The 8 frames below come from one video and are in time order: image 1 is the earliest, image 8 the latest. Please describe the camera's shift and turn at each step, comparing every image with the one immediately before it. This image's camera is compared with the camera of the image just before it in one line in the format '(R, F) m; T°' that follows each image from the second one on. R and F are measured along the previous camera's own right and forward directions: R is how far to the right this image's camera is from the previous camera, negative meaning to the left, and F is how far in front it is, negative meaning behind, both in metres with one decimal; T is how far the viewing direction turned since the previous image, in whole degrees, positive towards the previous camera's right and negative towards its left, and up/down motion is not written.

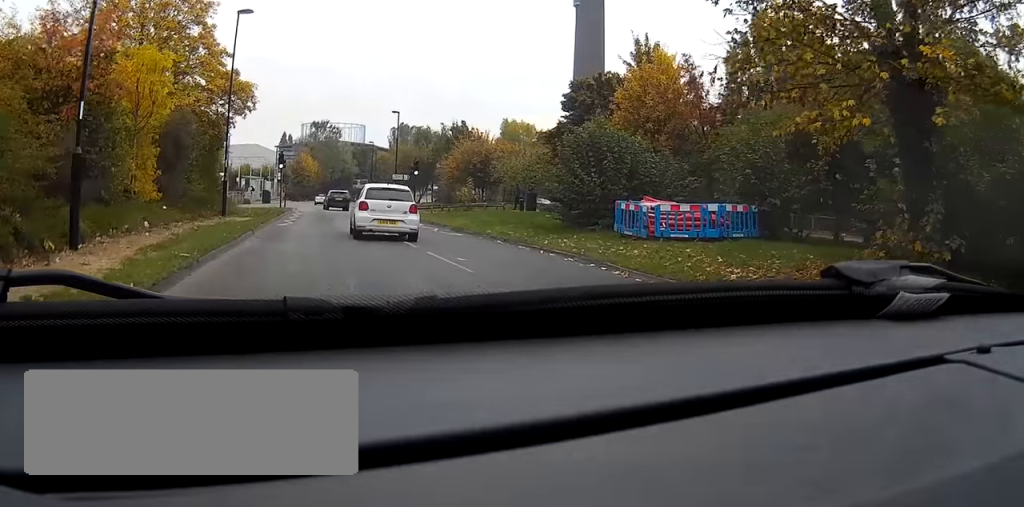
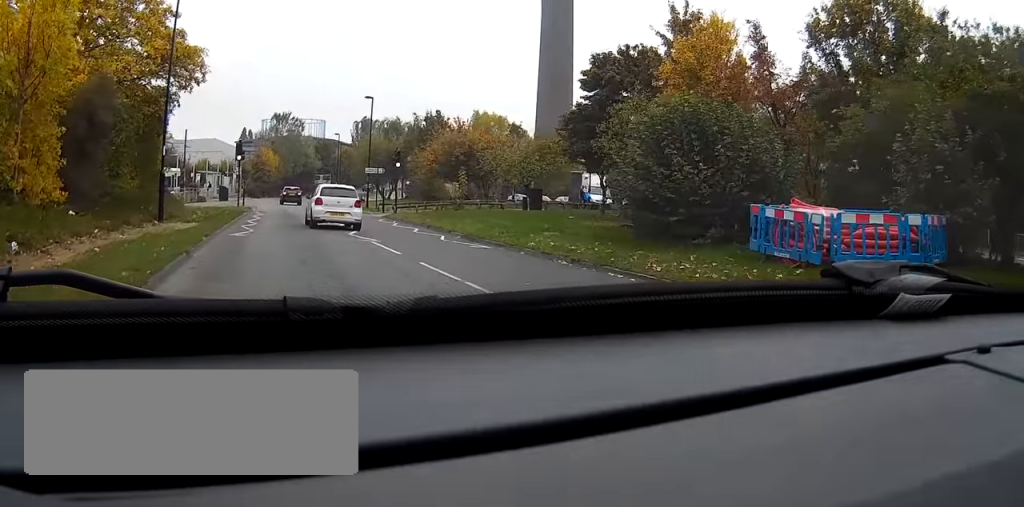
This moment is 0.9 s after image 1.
(+0.3, +7.2) m; +4°
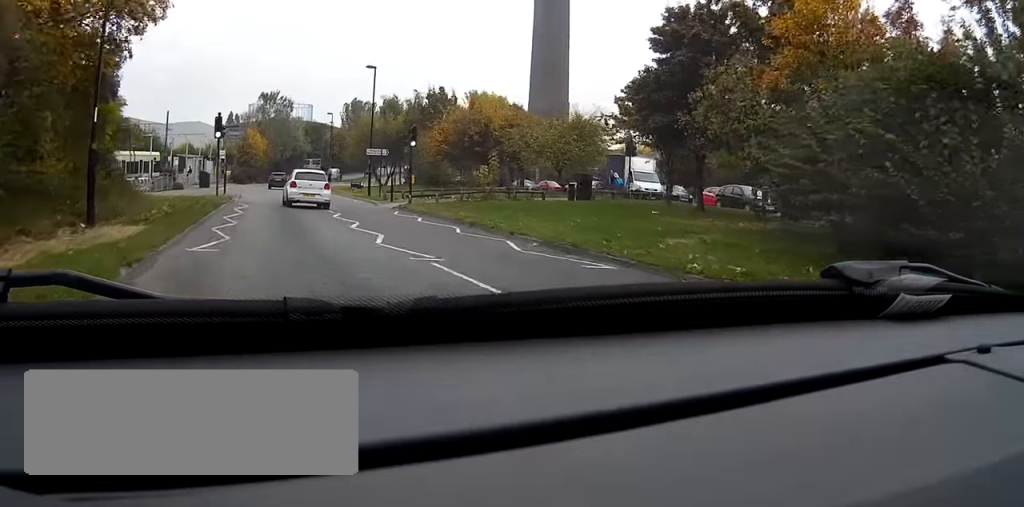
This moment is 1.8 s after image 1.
(+0.1, +7.2) m; +2°
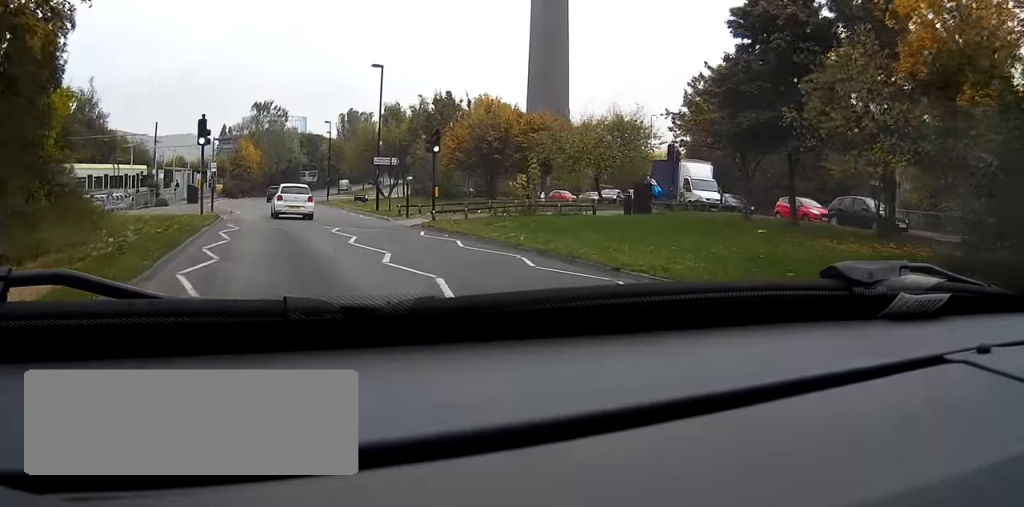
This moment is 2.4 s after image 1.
(+0.2, +5.6) m; 0°
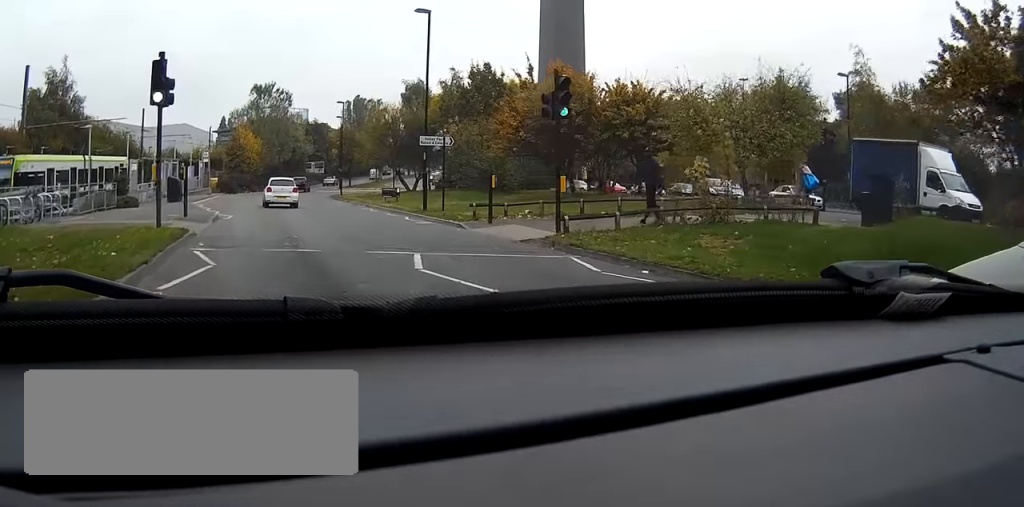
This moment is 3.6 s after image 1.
(0.0, +11.9) m; 0°
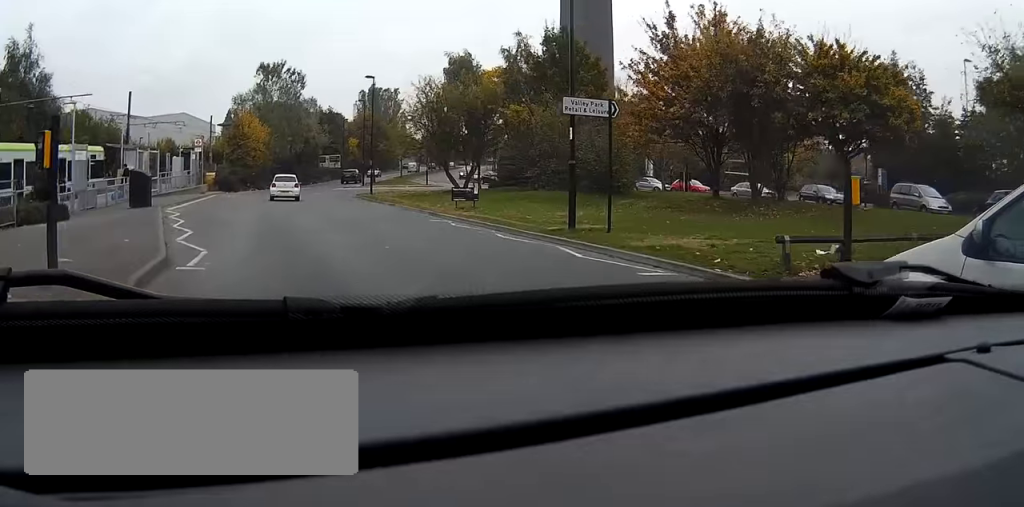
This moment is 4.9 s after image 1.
(0.0, +13.8) m; 0°
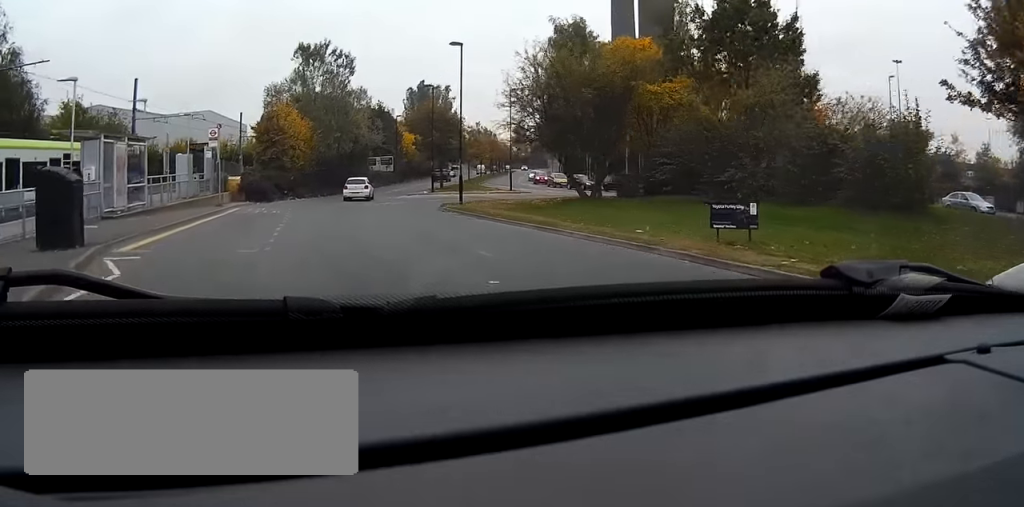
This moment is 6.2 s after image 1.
(-0.2, +15.0) m; -2°
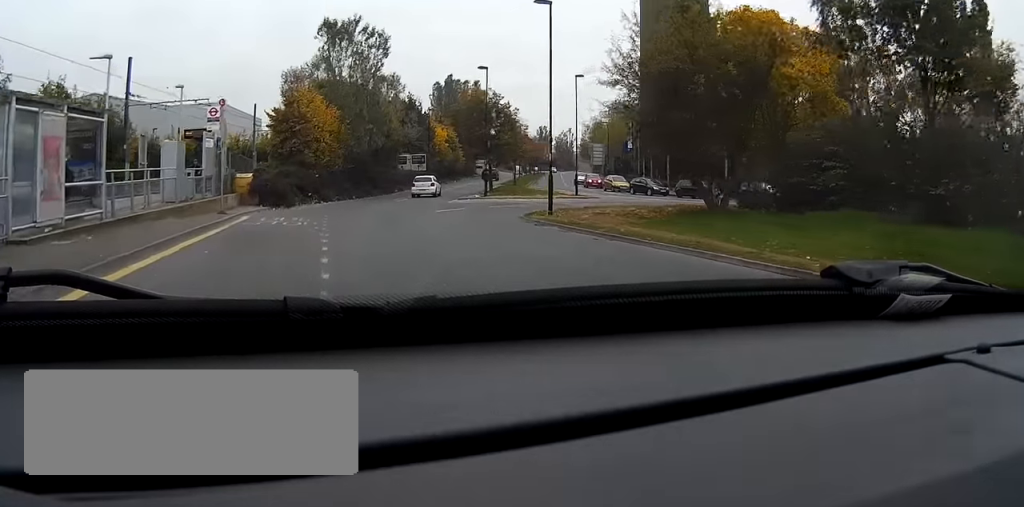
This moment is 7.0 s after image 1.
(-0.1, +9.7) m; 0°
